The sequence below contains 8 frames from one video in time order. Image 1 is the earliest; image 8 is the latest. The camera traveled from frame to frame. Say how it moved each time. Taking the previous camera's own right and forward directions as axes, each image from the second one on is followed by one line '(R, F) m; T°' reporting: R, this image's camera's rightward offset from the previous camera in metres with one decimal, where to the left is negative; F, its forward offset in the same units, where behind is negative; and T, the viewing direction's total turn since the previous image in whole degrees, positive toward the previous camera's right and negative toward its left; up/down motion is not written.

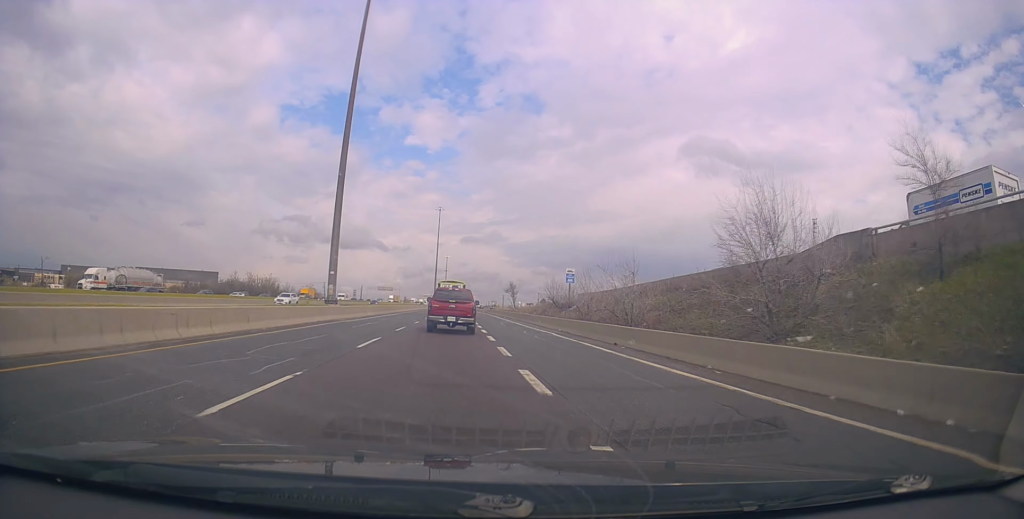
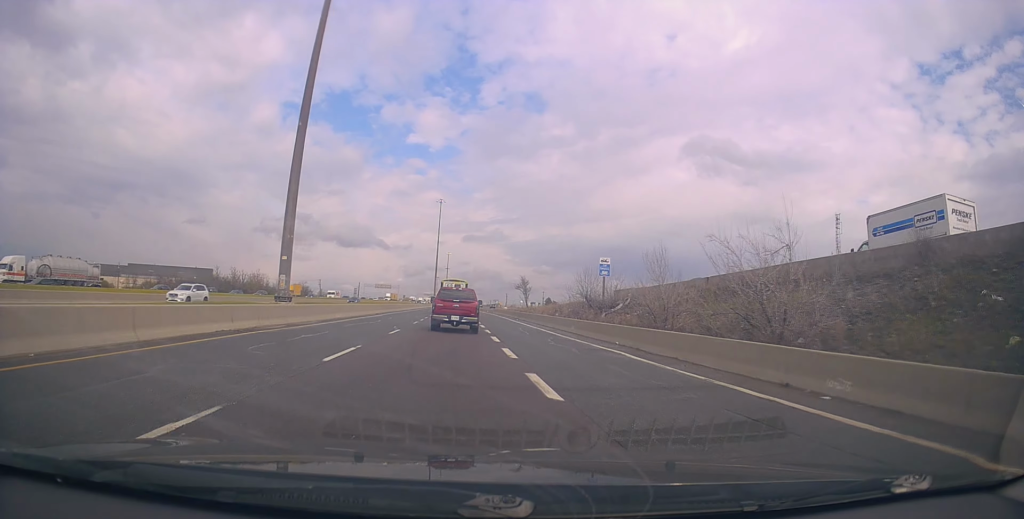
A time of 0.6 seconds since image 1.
(+0.1, +12.9) m; 0°
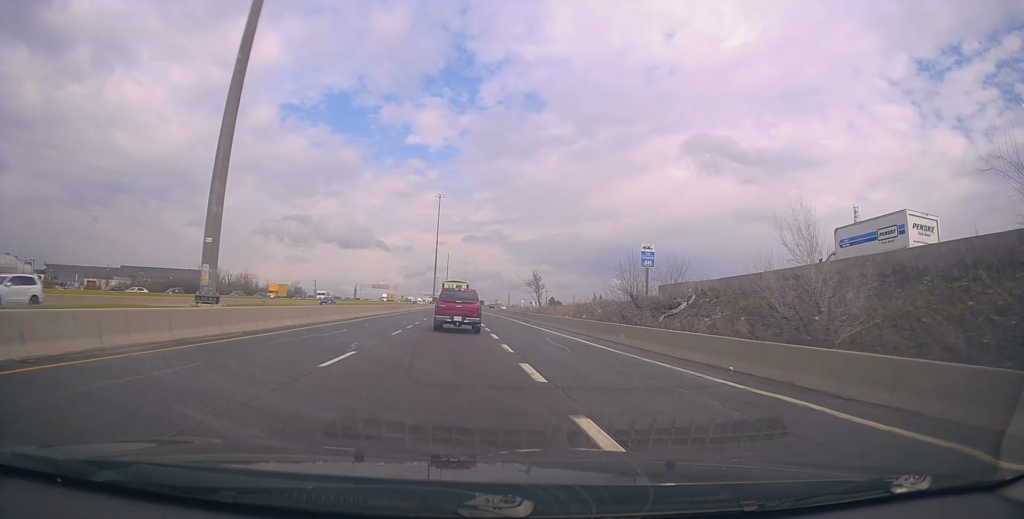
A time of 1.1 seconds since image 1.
(0.0, +10.2) m; 0°
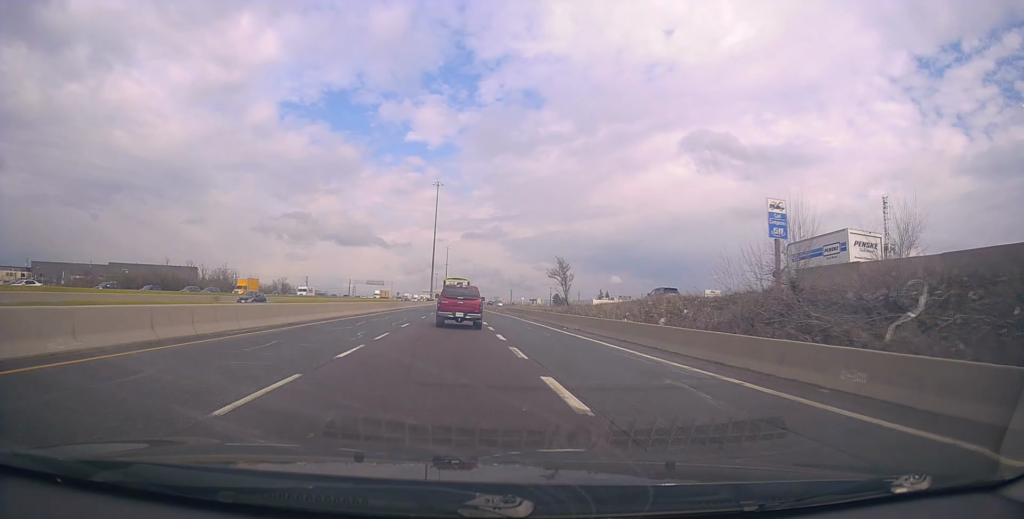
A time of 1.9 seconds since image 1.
(-0.1, +15.4) m; 0°
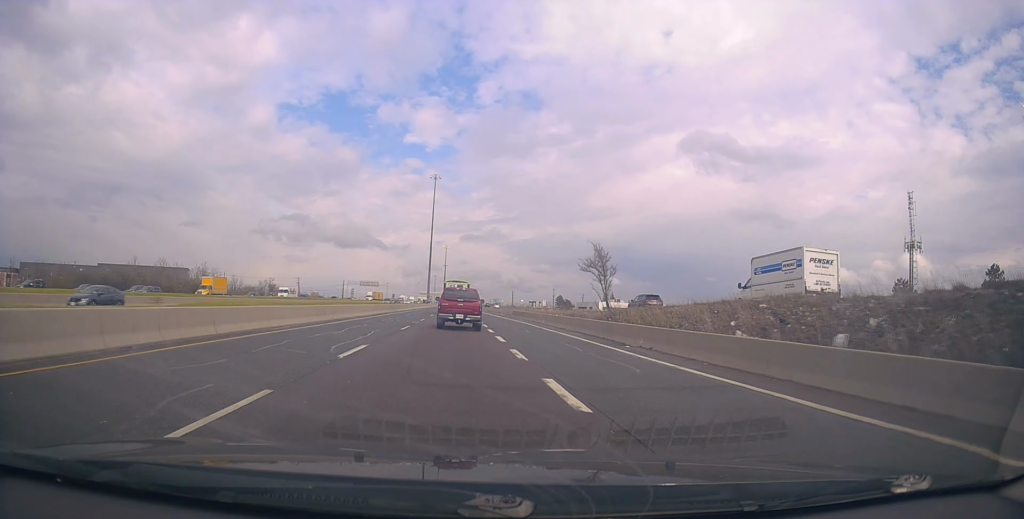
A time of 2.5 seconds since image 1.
(0.0, +12.3) m; 0°
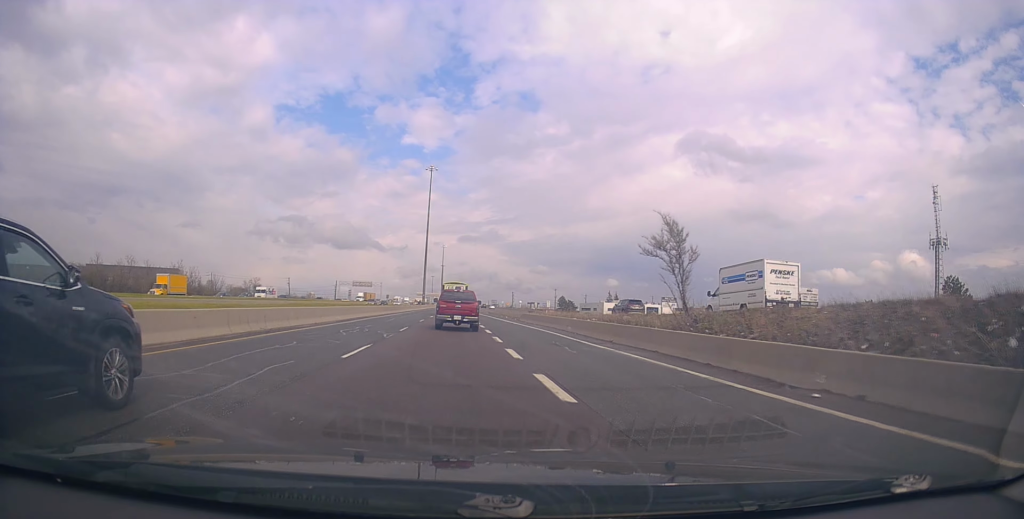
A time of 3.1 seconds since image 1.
(0.0, +11.6) m; 0°
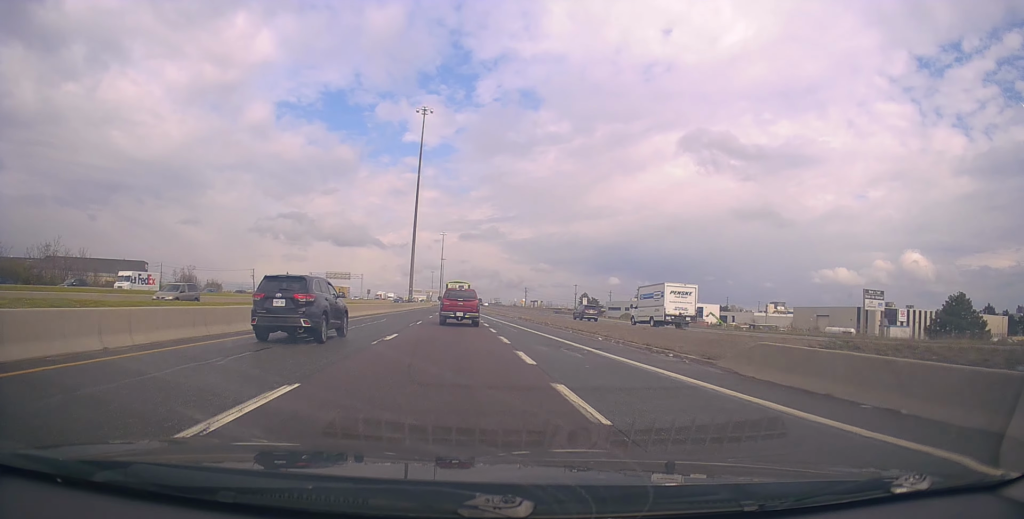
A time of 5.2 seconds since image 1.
(0.0, +44.0) m; 0°
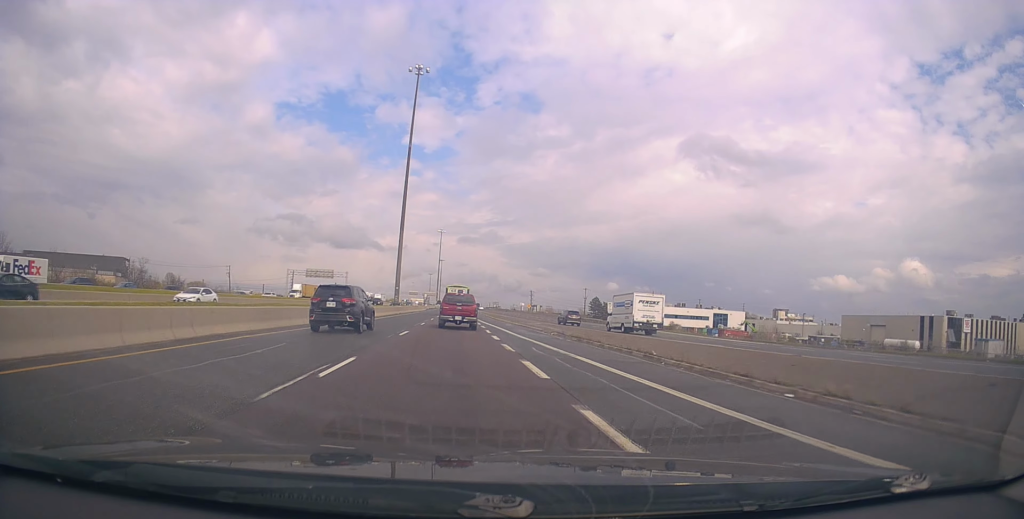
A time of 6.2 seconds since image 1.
(+0.1, +20.6) m; +1°
